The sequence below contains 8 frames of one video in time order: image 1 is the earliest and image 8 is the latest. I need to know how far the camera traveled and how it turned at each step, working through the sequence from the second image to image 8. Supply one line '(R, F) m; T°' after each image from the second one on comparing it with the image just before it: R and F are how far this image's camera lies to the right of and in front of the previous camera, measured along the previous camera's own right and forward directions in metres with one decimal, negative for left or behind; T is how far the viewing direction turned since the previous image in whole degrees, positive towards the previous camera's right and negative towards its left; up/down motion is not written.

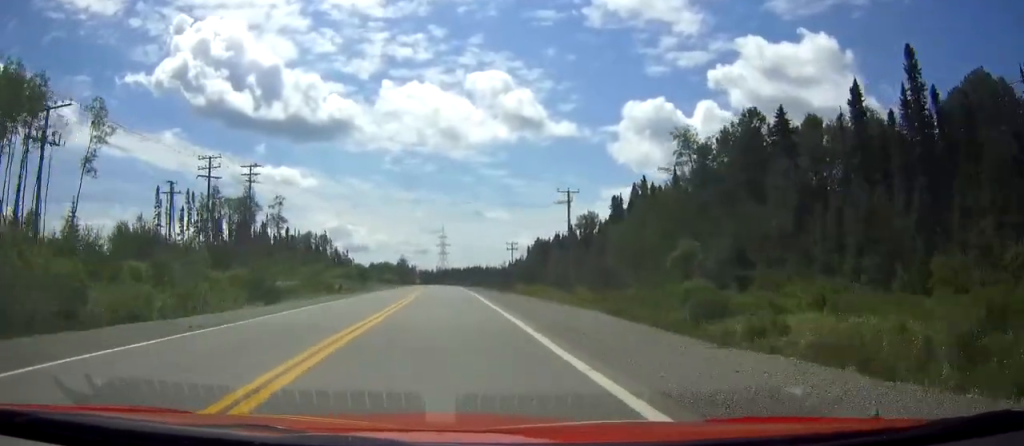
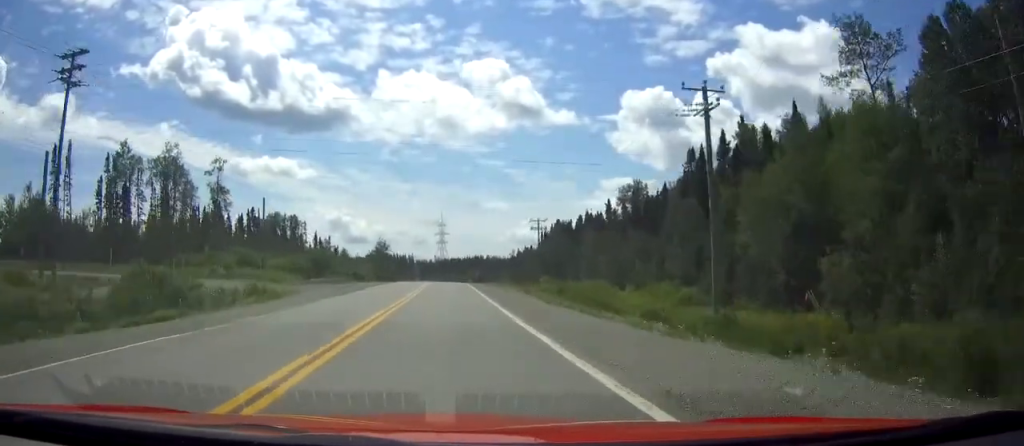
(+0.1, +41.2) m; 0°
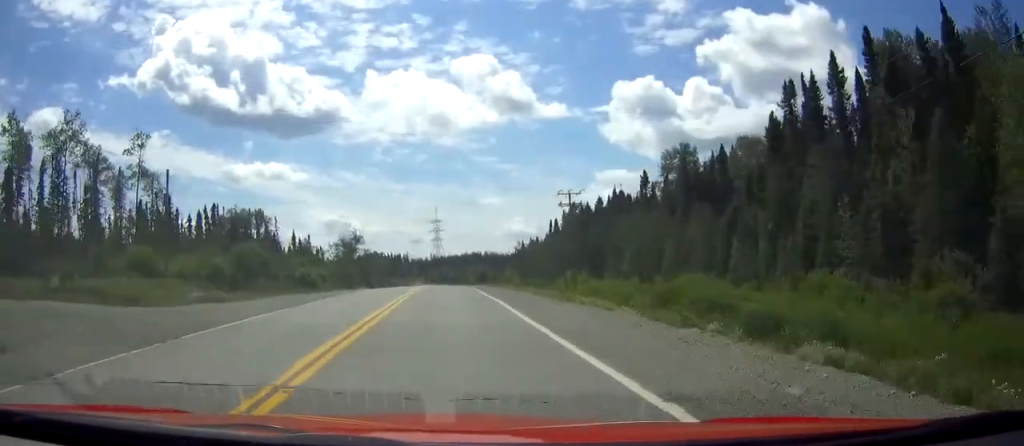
(0.0, +28.5) m; 0°
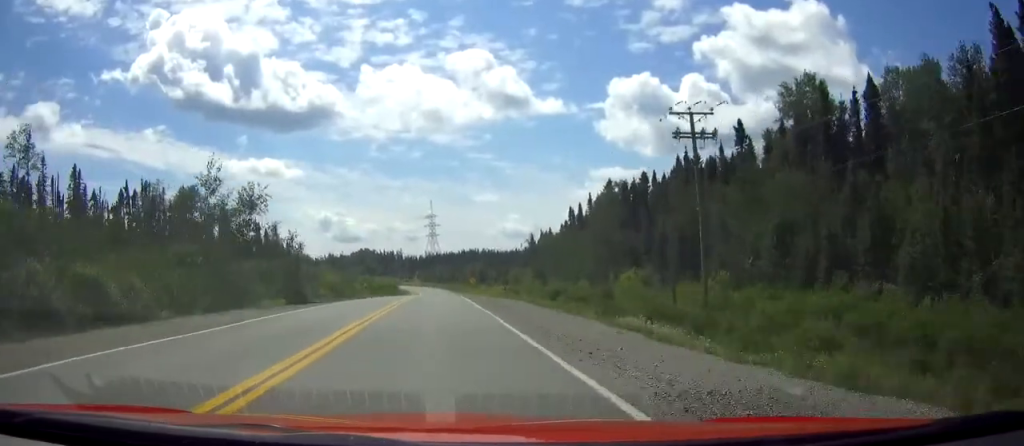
(0.0, +36.9) m; 0°
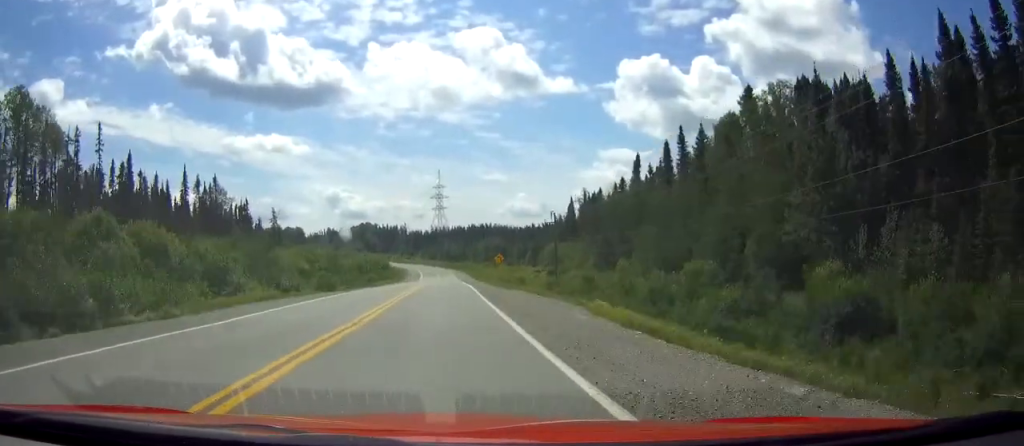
(0.0, +51.6) m; 0°
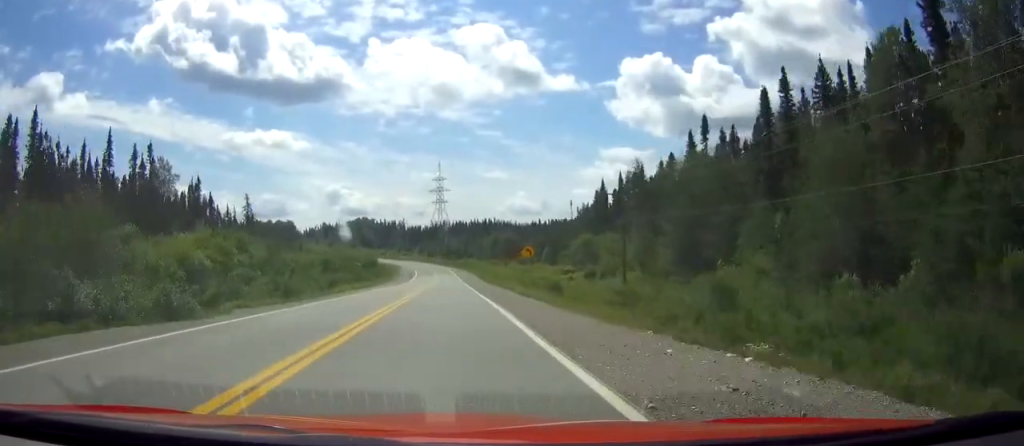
(0.0, +29.3) m; 0°
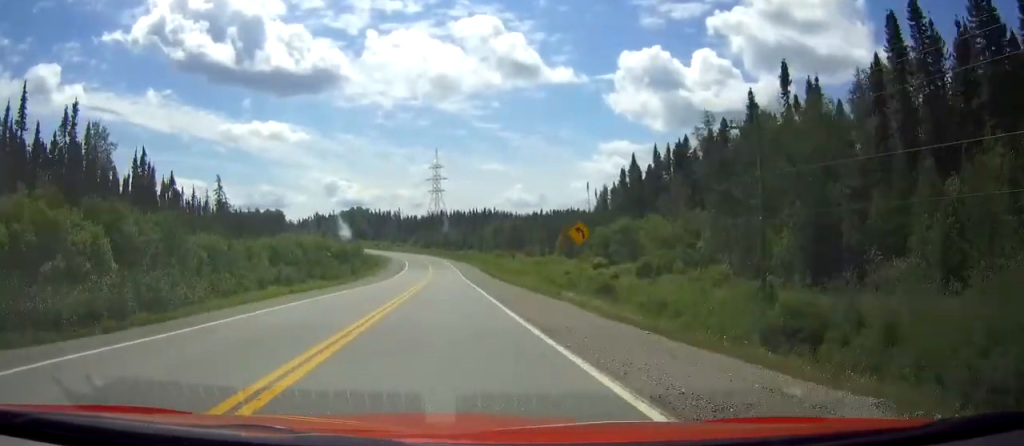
(0.0, +21.9) m; 0°
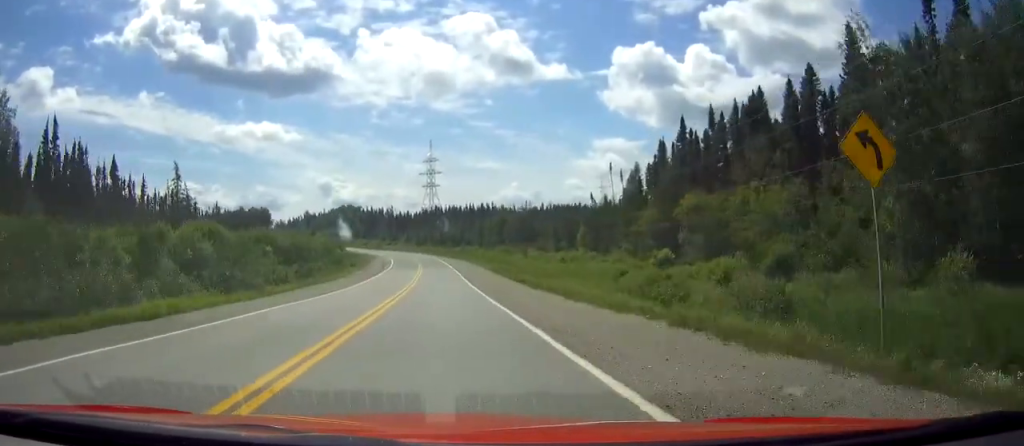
(+0.1, +23.9) m; 0°
